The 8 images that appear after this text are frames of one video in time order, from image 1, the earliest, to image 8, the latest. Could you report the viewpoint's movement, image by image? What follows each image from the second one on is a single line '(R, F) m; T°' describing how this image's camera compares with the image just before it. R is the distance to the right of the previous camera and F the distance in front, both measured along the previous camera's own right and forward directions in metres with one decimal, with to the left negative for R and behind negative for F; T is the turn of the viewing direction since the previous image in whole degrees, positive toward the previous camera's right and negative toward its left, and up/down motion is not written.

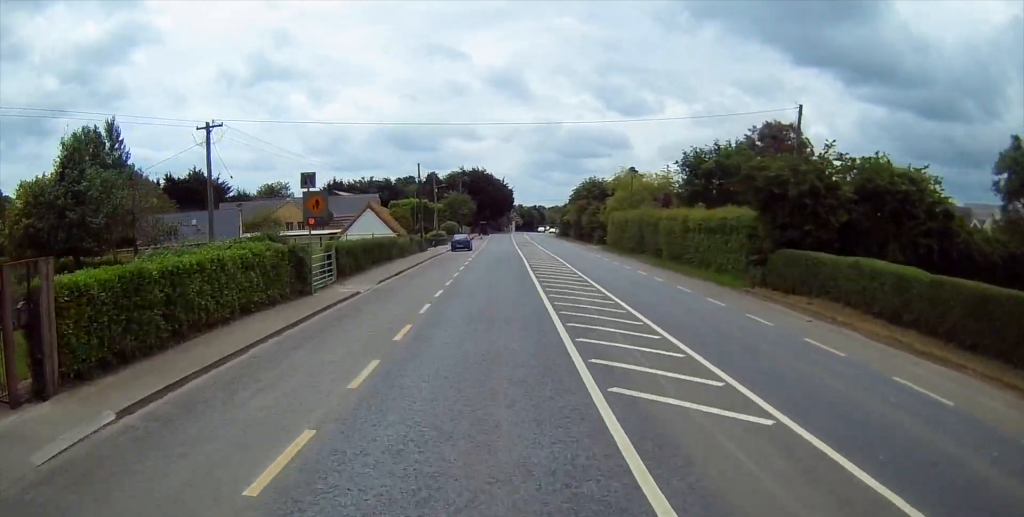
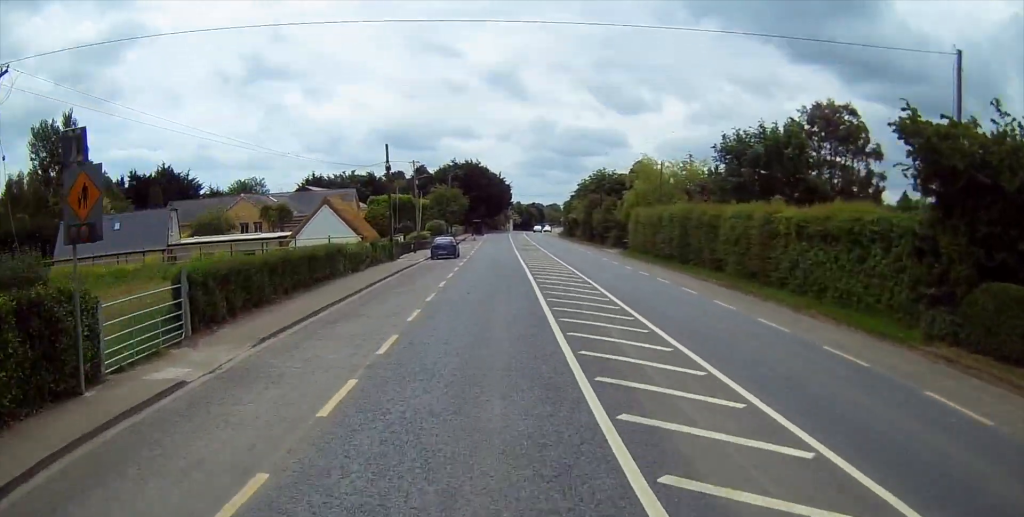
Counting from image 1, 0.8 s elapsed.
(-0.1, +13.5) m; 0°
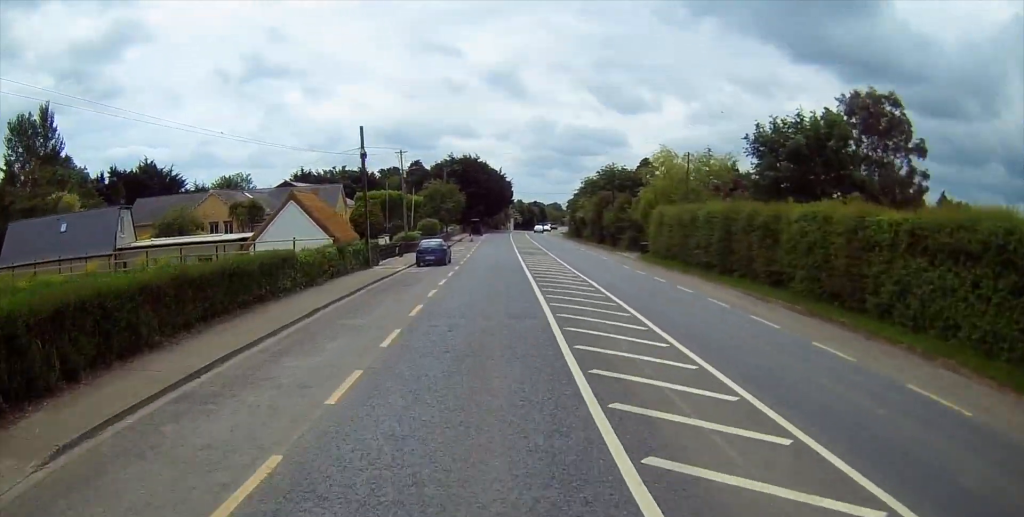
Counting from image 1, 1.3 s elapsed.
(+0.1, +7.6) m; +1°
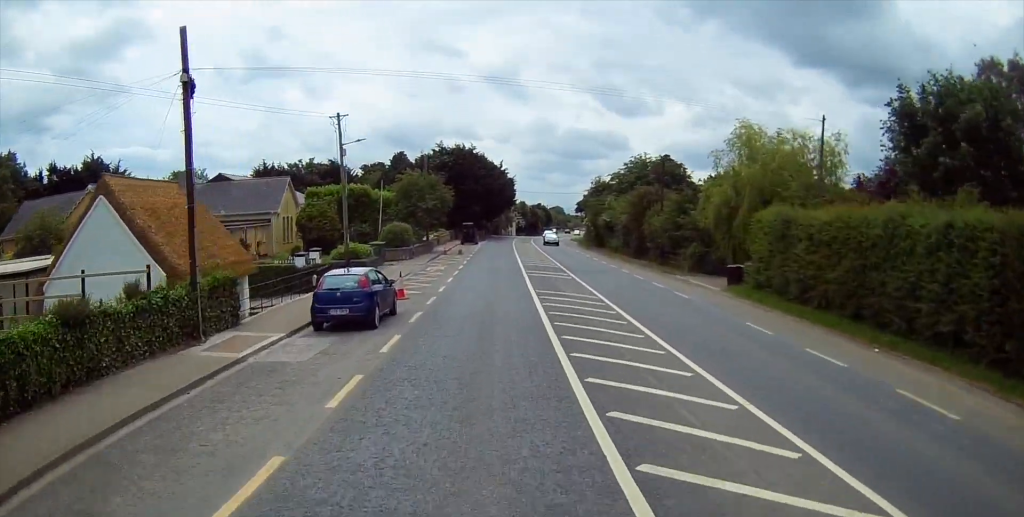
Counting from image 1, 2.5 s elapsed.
(+0.1, +20.0) m; -1°
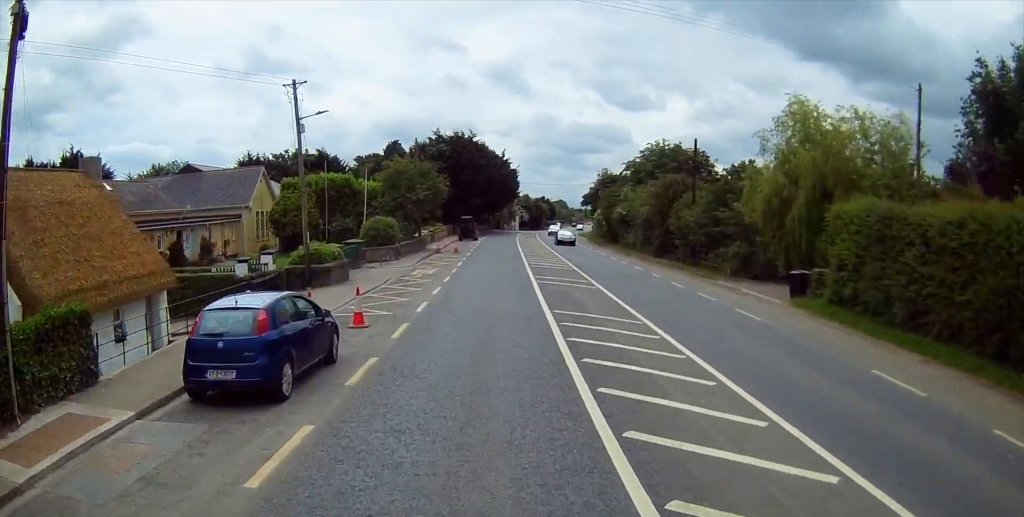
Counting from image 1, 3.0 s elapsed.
(-0.1, +7.1) m; 0°
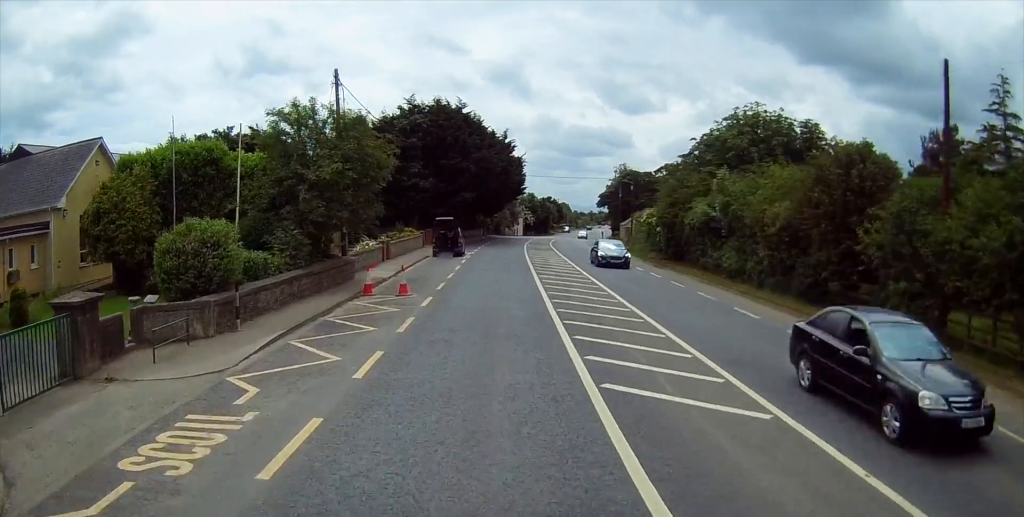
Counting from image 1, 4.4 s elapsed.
(+0.1, +24.1) m; 0°
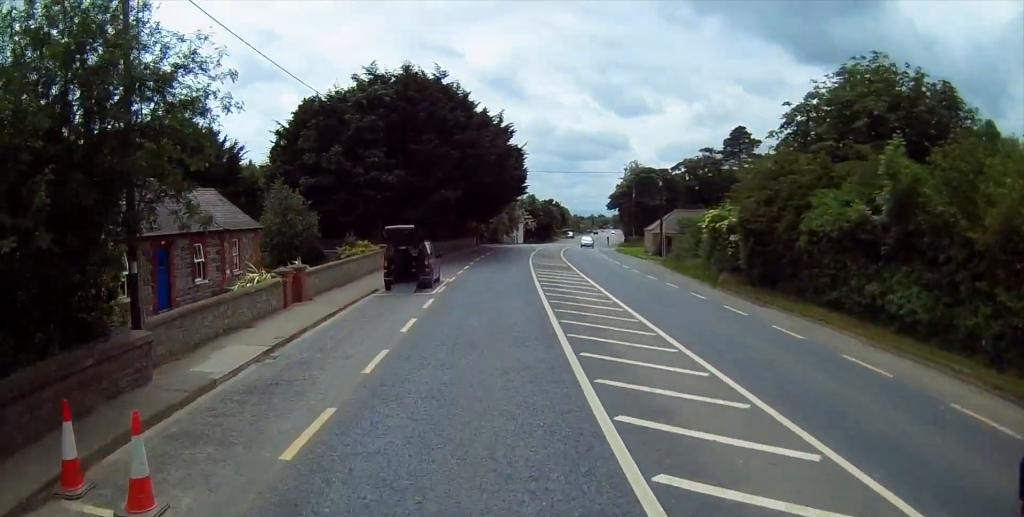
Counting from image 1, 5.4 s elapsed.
(-0.2, +15.5) m; -1°
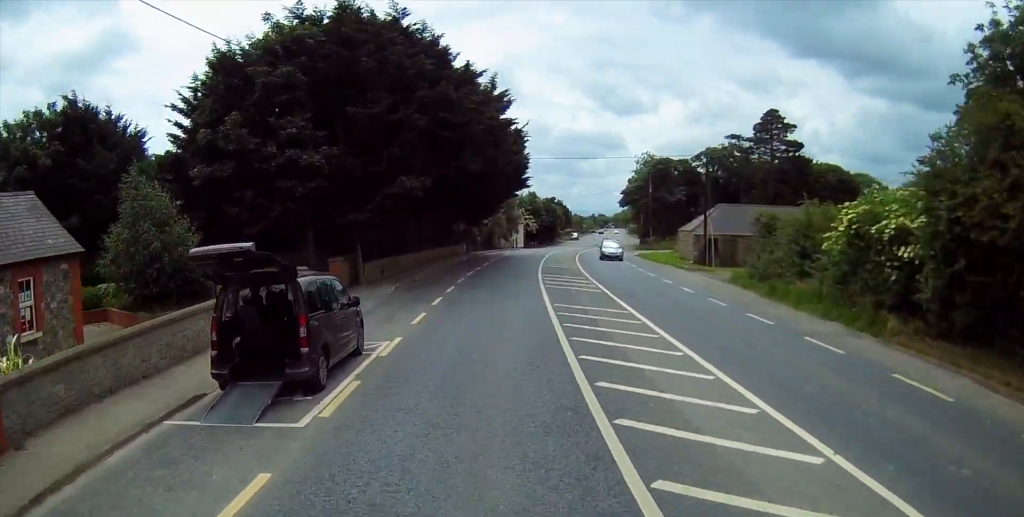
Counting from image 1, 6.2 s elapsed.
(-0.1, +14.3) m; +1°
